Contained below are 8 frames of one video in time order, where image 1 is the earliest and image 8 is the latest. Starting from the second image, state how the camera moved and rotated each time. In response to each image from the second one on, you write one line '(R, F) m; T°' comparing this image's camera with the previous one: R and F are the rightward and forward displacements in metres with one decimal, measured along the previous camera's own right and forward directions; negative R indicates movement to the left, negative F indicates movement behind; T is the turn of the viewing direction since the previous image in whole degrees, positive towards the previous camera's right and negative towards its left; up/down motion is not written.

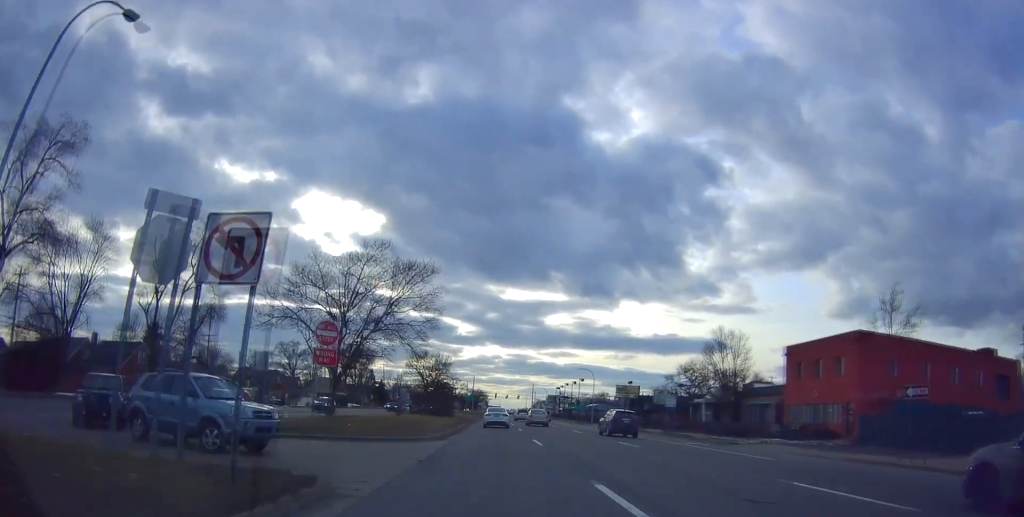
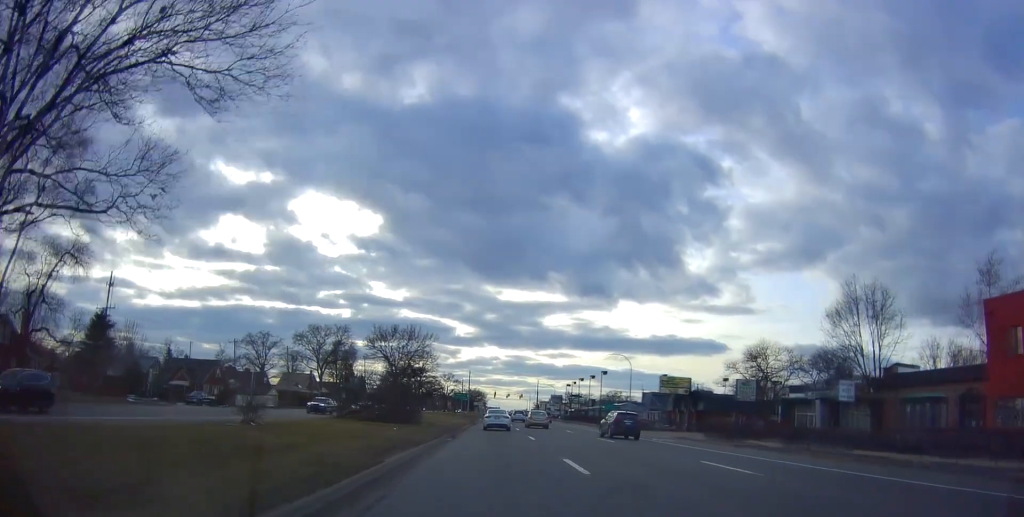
(+0.5, +26.4) m; 0°
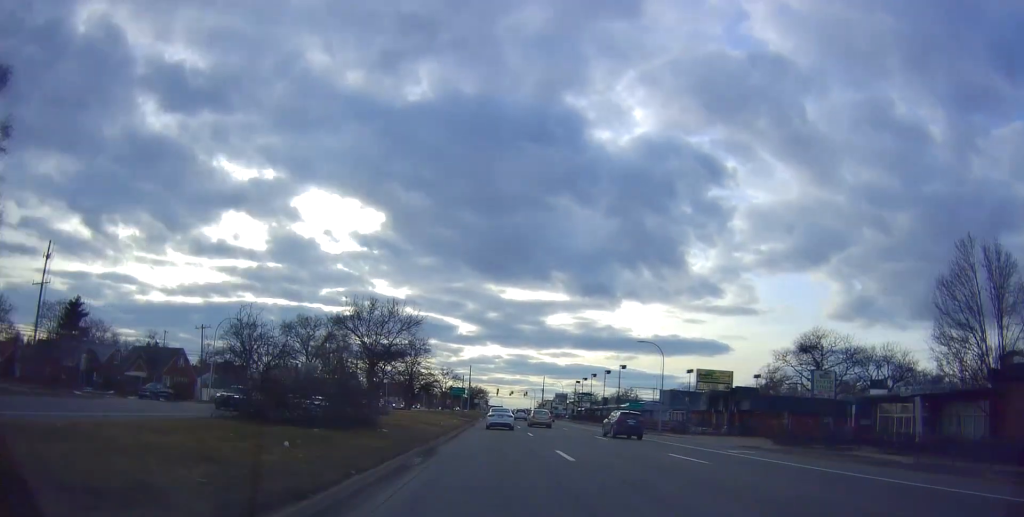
(-0.3, +12.3) m; 0°
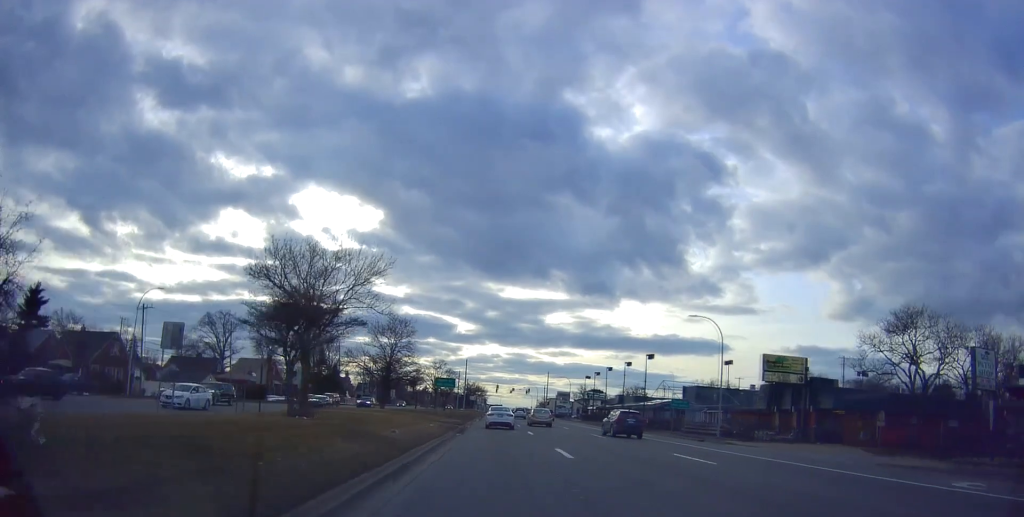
(+0.2, +15.7) m; 0°
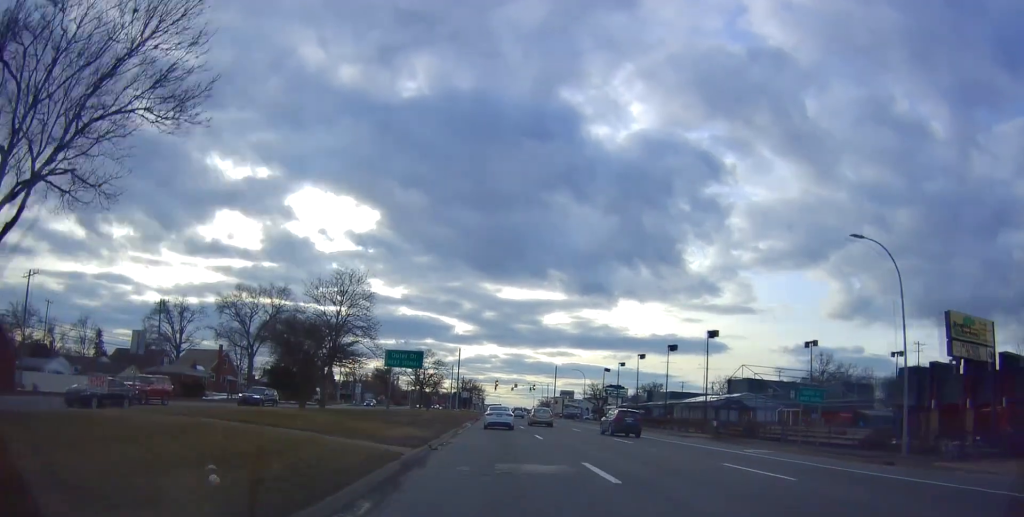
(-0.1, +21.6) m; 0°
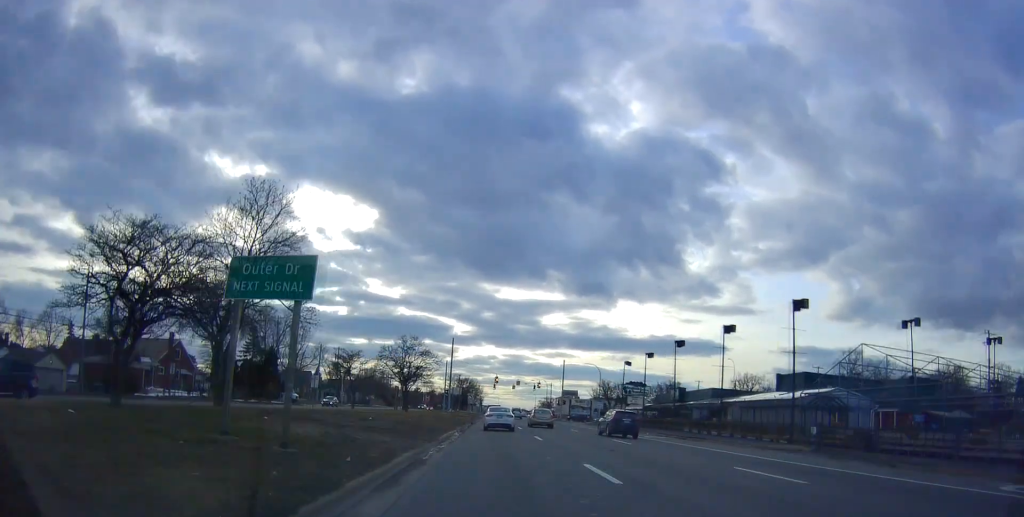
(0.0, +15.8) m; 0°
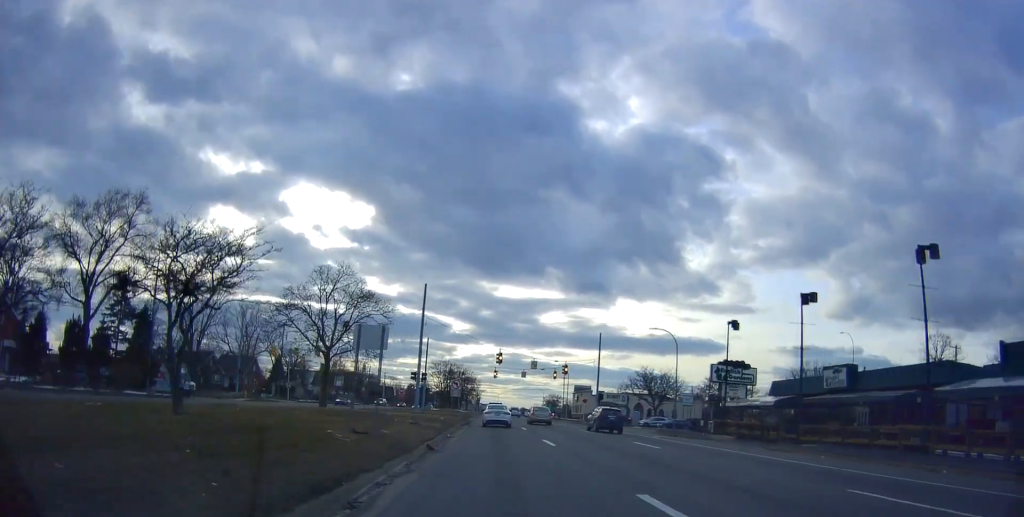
(0.0, +37.4) m; 0°
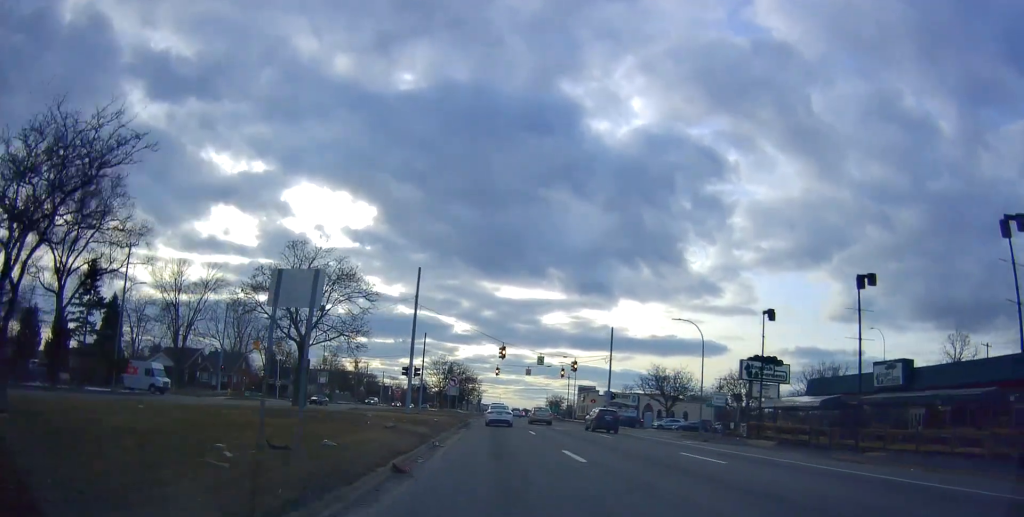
(+0.2, +6.4) m; 0°
